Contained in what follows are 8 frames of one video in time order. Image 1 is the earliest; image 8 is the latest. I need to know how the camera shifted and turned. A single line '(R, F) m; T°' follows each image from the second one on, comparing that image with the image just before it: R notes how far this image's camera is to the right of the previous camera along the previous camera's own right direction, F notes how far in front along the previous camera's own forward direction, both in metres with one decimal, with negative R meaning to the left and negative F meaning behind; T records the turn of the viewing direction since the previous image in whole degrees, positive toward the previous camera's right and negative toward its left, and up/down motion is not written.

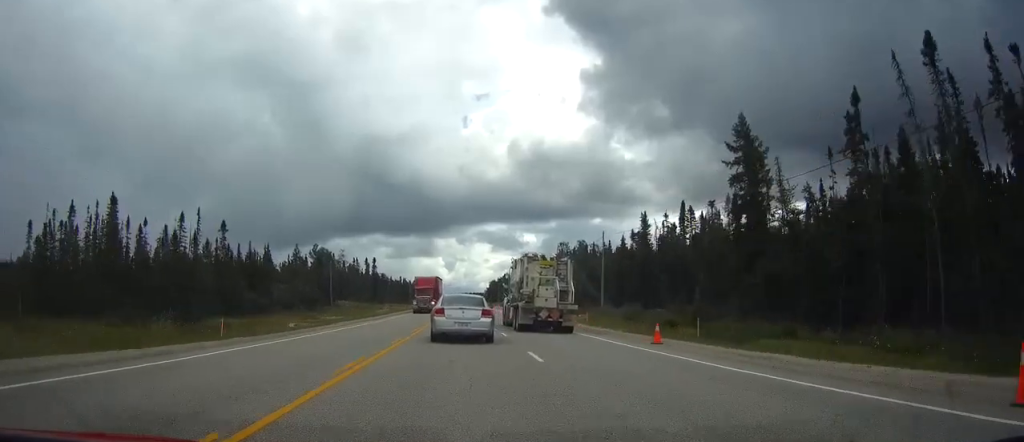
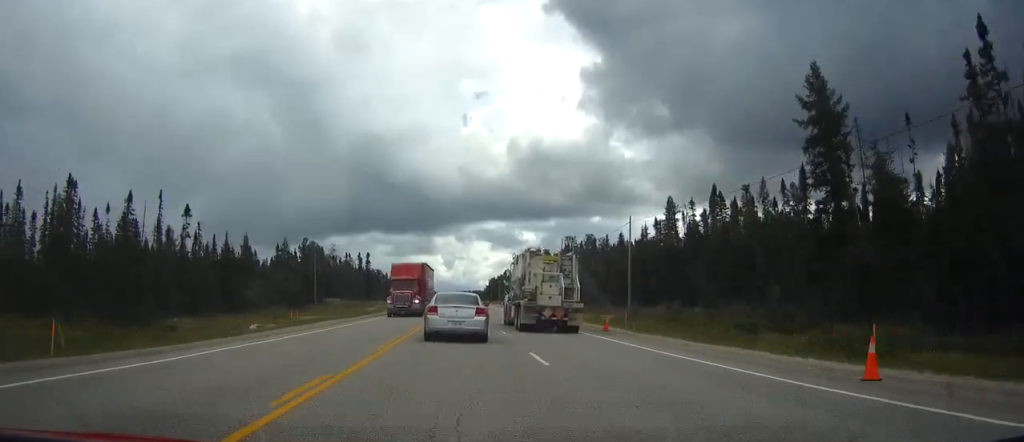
(0.0, +12.8) m; 0°
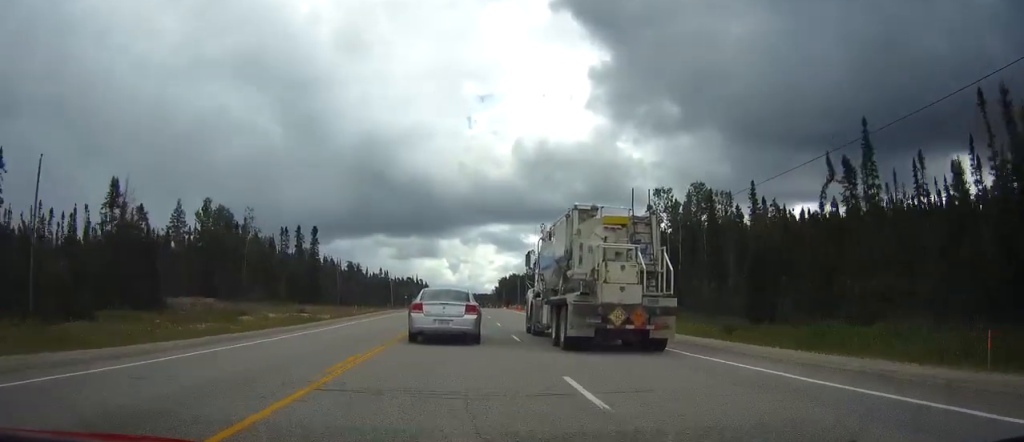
(-0.1, +78.0) m; 0°
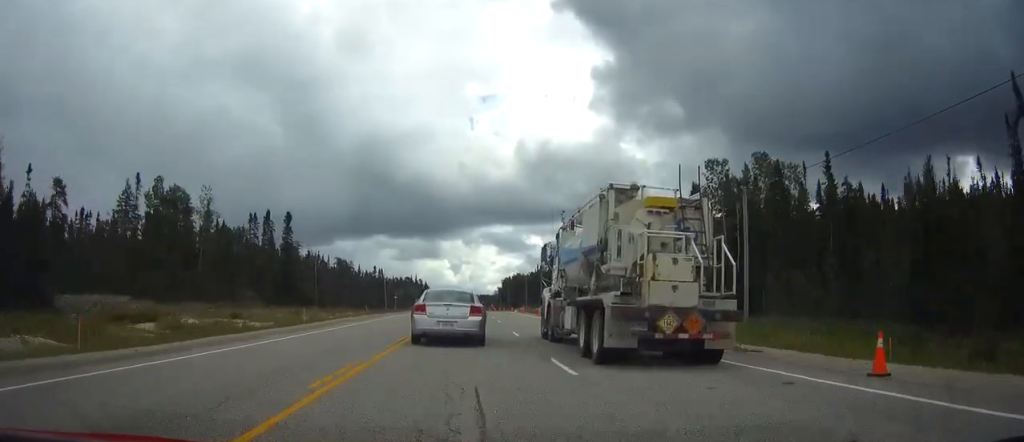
(0.0, +20.7) m; 0°
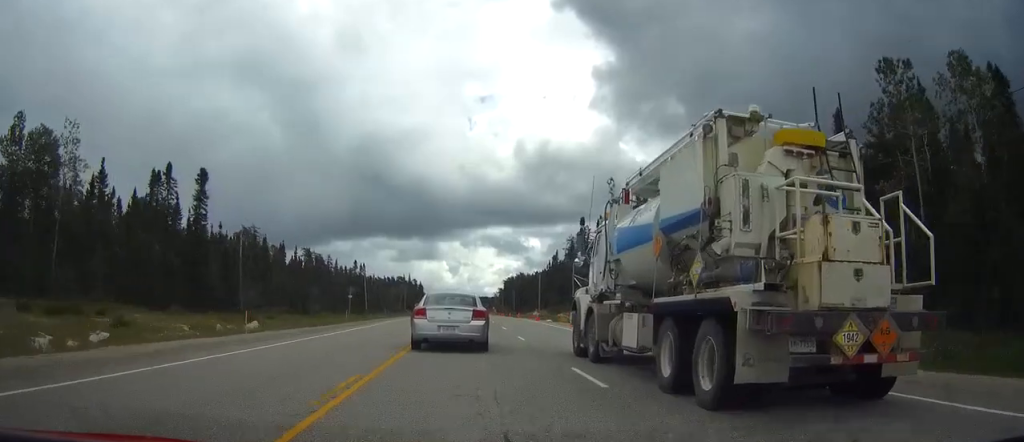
(0.0, +36.3) m; 0°
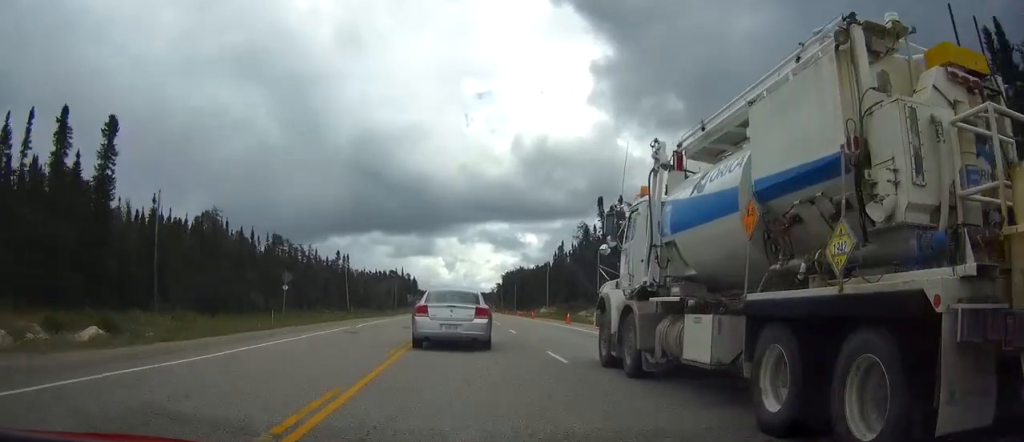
(0.0, +20.6) m; 0°
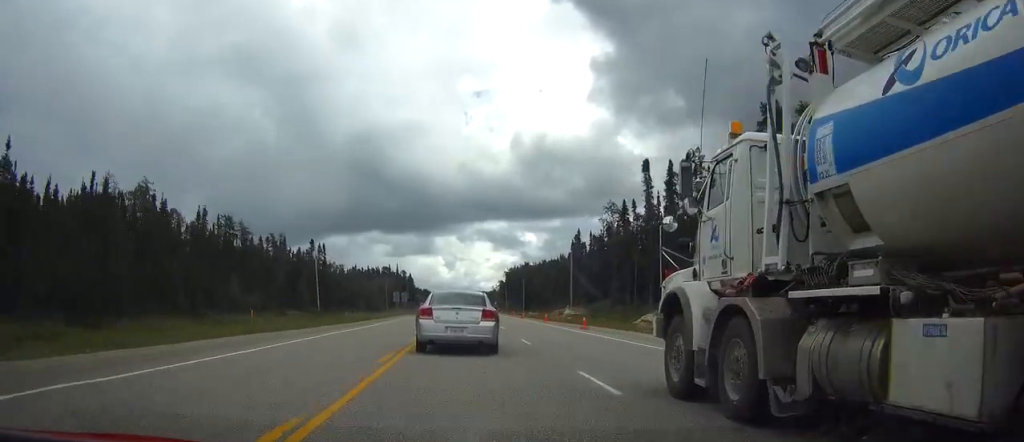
(0.0, +28.3) m; 0°
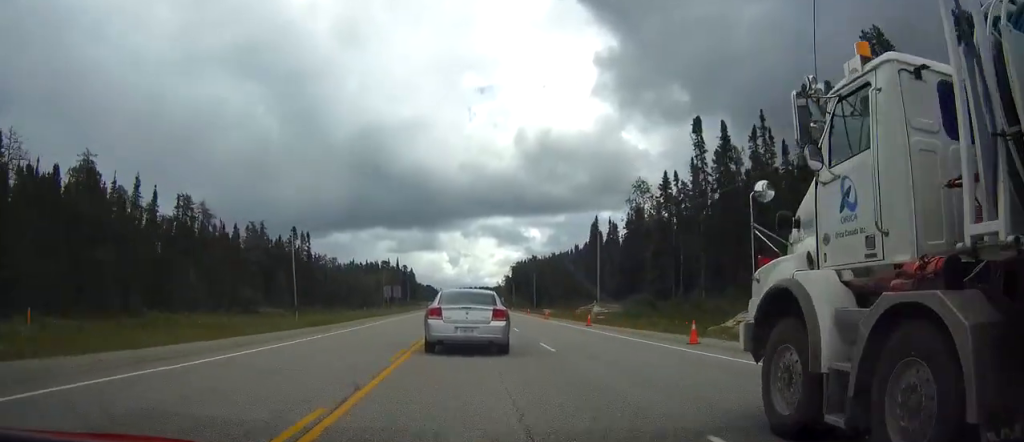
(0.0, +17.5) m; 0°
